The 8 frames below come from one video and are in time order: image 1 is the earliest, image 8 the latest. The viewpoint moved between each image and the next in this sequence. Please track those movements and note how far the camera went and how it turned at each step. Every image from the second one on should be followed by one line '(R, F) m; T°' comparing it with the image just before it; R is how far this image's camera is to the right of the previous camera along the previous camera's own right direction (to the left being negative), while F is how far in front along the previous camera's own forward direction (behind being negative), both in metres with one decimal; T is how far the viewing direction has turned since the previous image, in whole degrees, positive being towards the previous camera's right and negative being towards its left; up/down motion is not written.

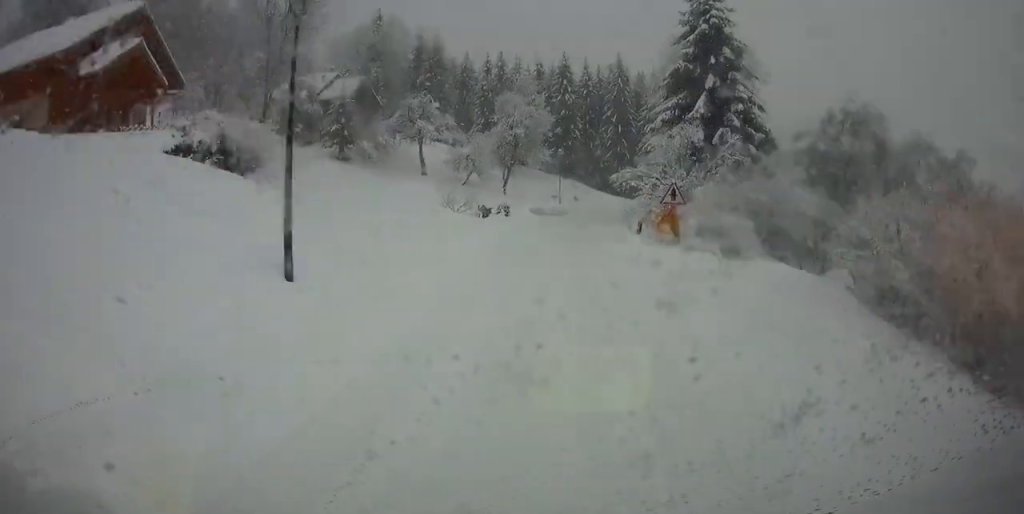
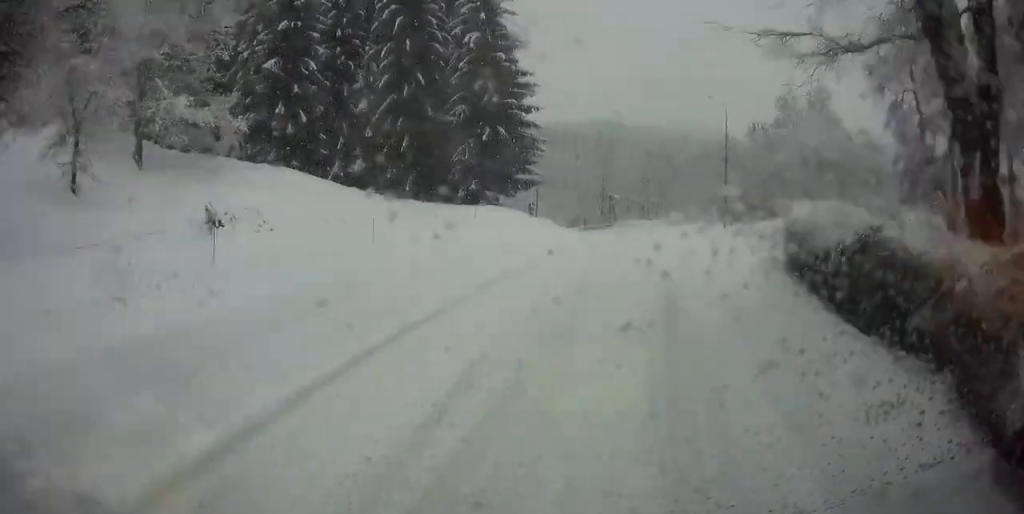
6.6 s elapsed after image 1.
(+5.3, +57.4) m; +13°
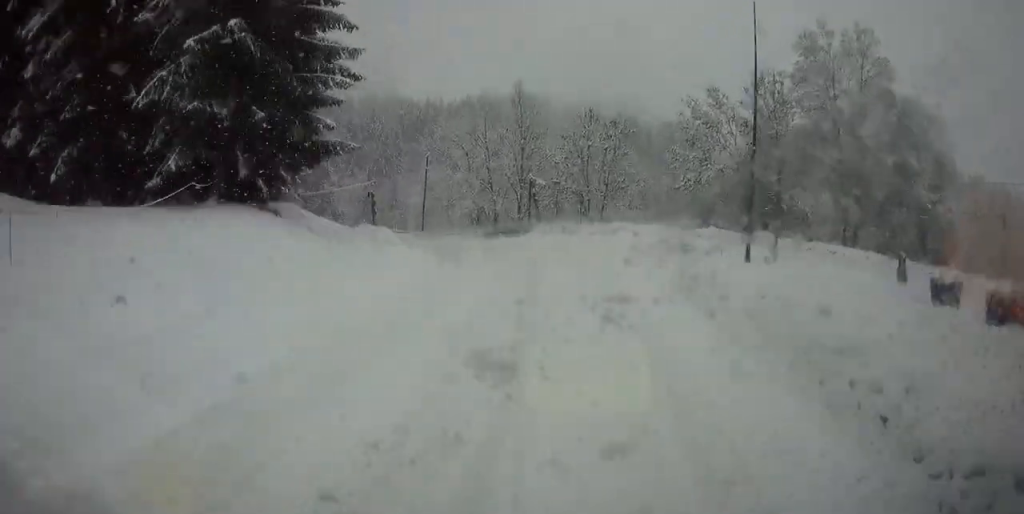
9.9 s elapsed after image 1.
(+2.3, +28.5) m; -7°
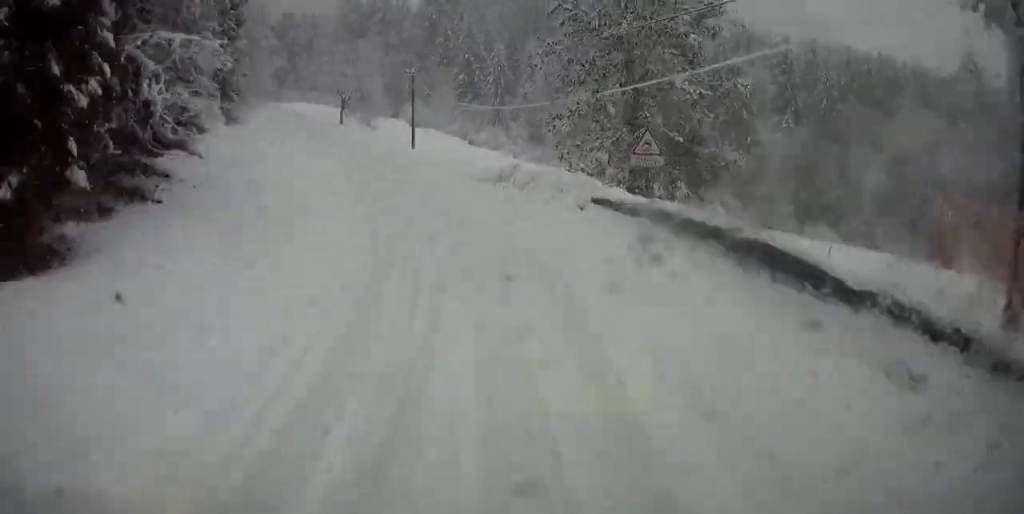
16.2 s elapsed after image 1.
(-17.9, +44.9) m; -39°
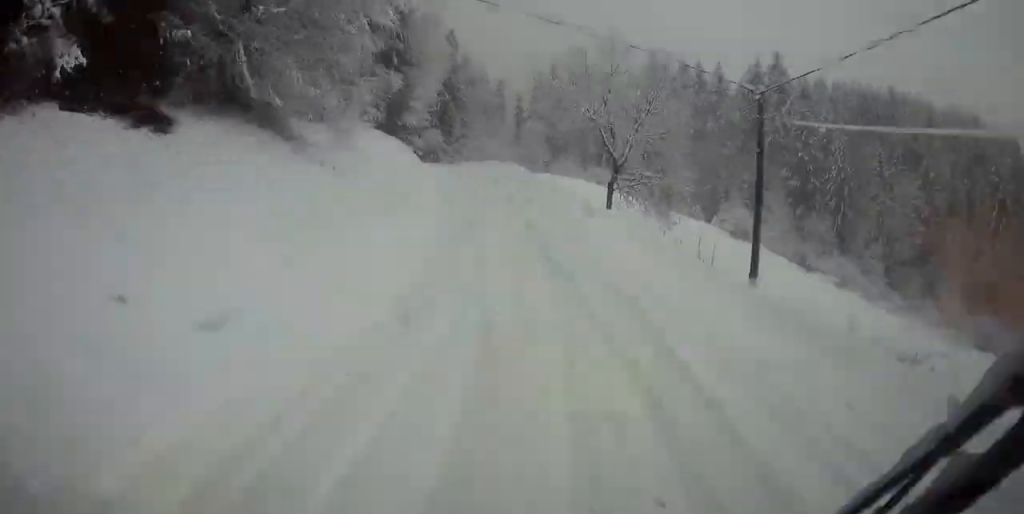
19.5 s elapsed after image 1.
(-4.2, +24.4) m; -14°
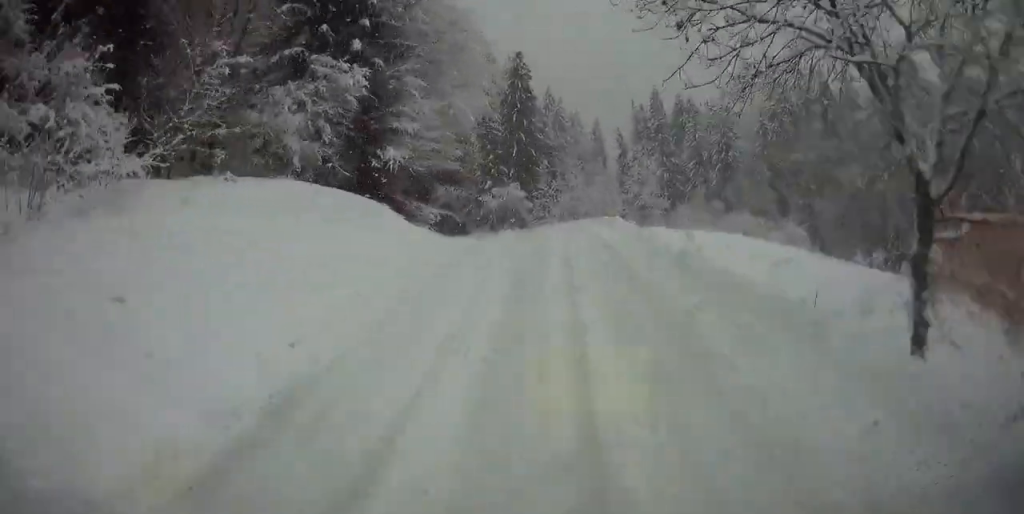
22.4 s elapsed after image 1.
(-1.0, +19.2) m; -7°
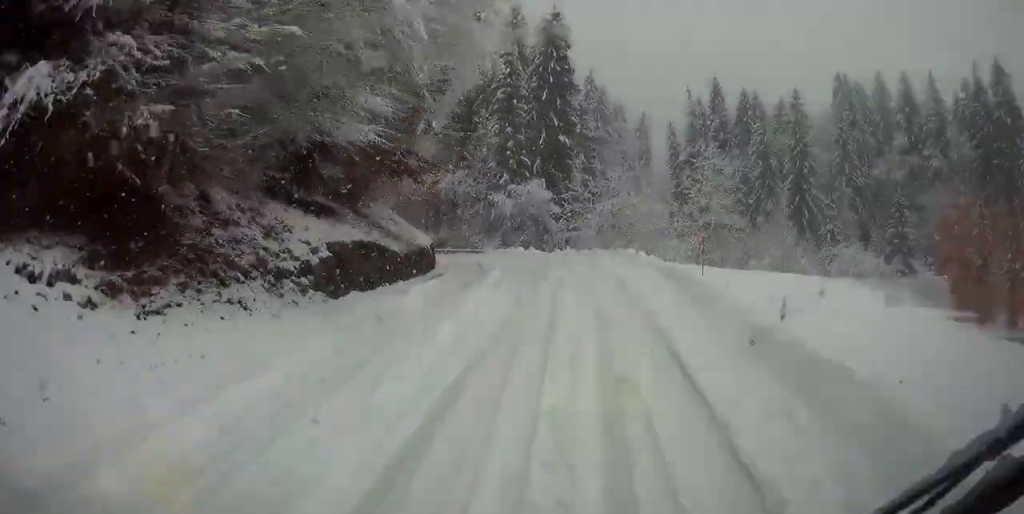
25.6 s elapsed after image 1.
(-1.4, +17.6) m; -8°
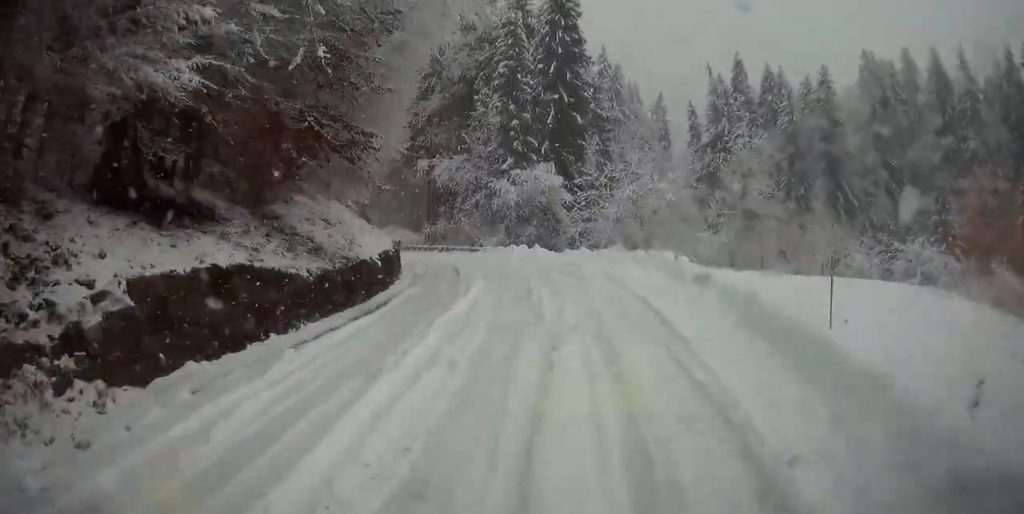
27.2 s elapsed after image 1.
(-0.3, +8.3) m; -5°
